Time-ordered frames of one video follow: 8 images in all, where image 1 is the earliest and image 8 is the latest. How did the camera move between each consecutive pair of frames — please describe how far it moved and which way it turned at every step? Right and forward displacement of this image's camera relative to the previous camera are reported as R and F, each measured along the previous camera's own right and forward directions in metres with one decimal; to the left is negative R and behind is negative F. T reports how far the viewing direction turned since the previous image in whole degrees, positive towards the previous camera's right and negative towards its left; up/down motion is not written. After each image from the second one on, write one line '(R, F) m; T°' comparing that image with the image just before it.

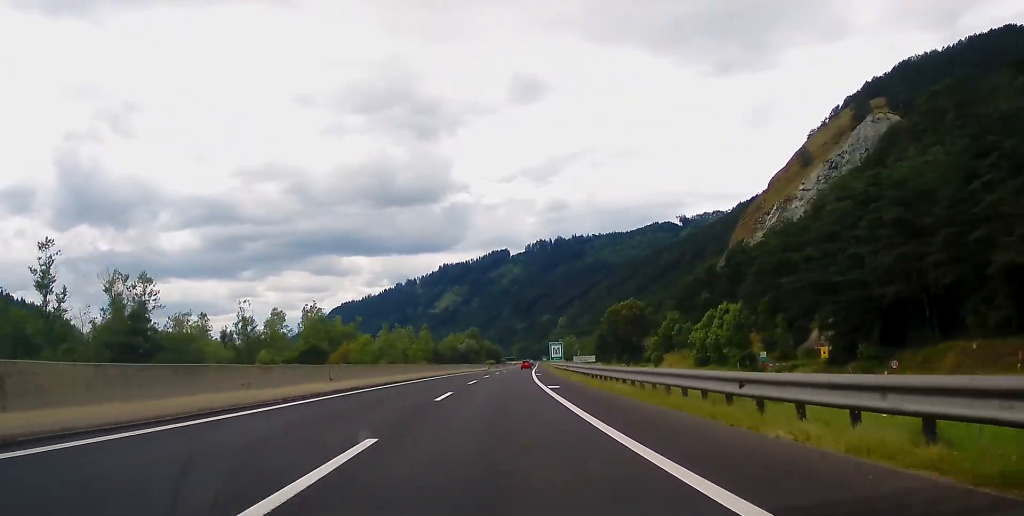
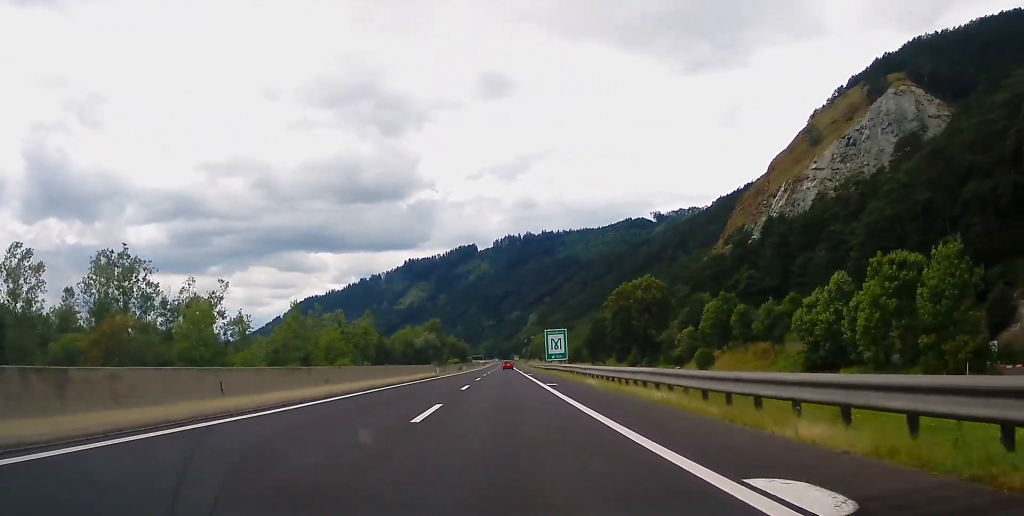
(+1.2, +61.7) m; +2°
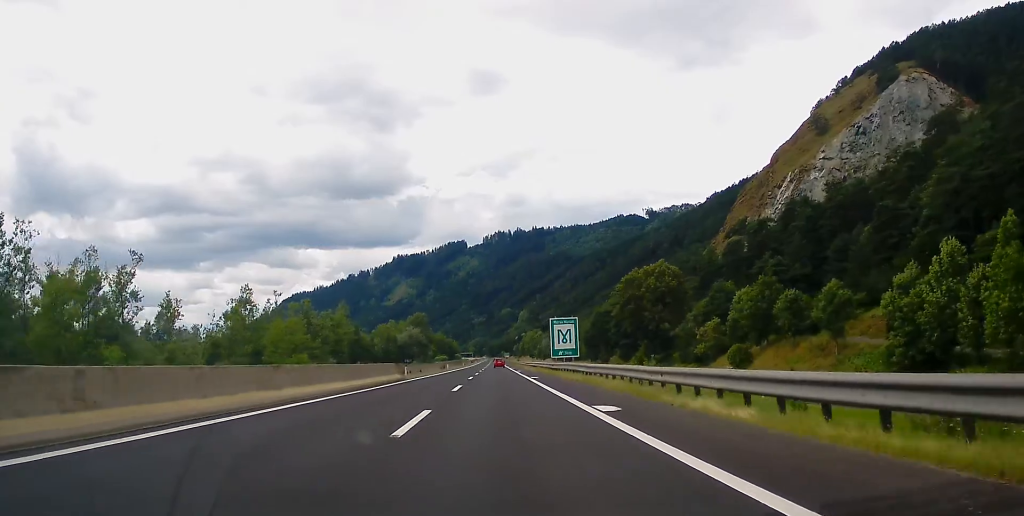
(-0.1, +21.1) m; 0°
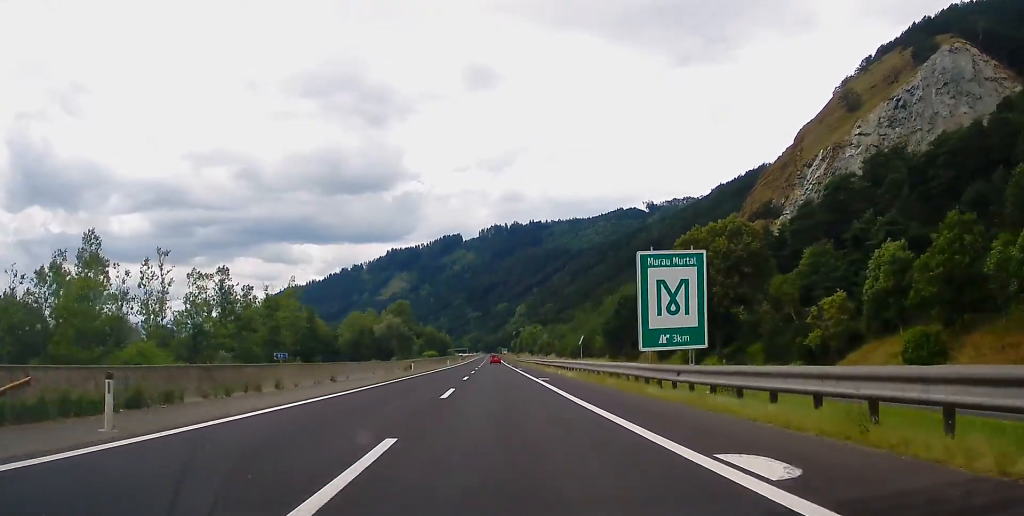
(+0.5, +43.1) m; +1°
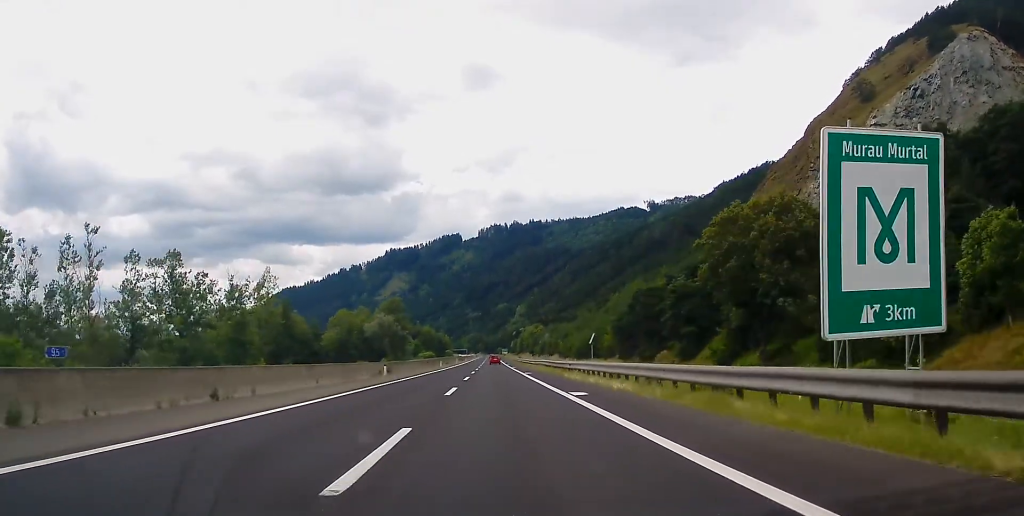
(0.0, +15.9) m; 0°
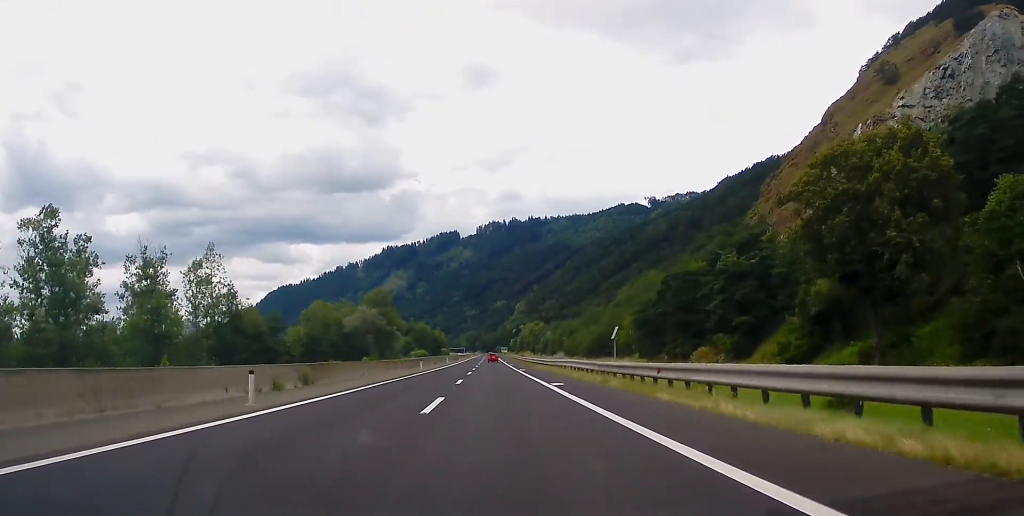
(-0.1, +25.5) m; 0°
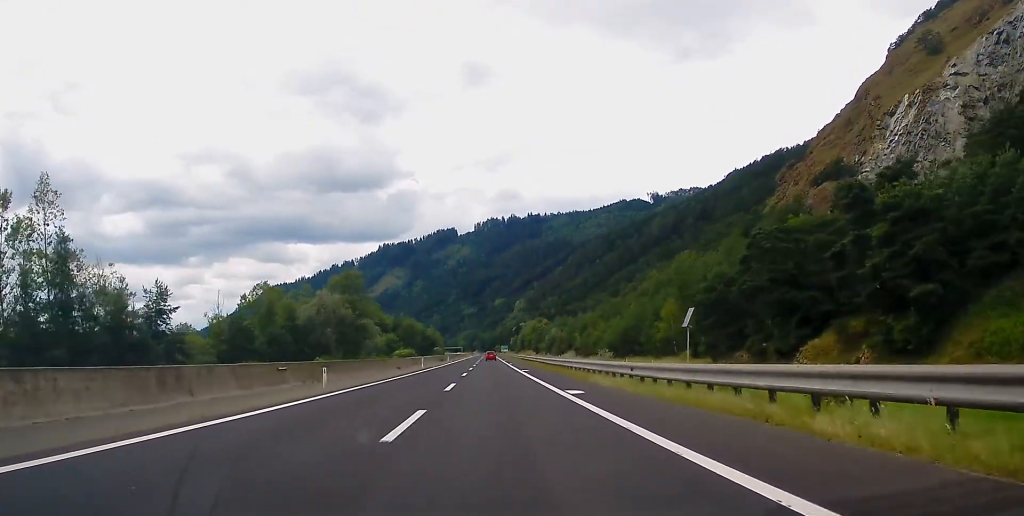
(0.0, +40.4) m; 0°
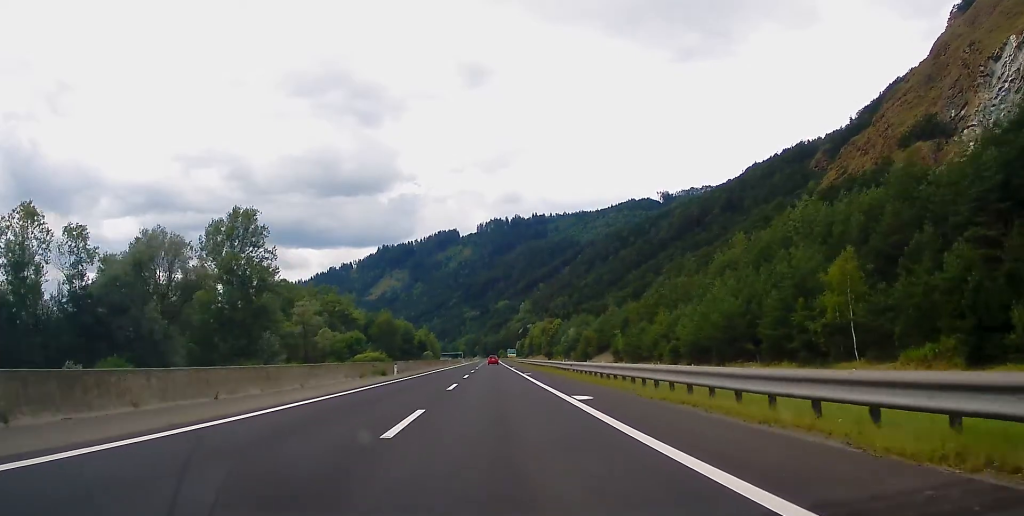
(-0.1, +68.3) m; 0°
